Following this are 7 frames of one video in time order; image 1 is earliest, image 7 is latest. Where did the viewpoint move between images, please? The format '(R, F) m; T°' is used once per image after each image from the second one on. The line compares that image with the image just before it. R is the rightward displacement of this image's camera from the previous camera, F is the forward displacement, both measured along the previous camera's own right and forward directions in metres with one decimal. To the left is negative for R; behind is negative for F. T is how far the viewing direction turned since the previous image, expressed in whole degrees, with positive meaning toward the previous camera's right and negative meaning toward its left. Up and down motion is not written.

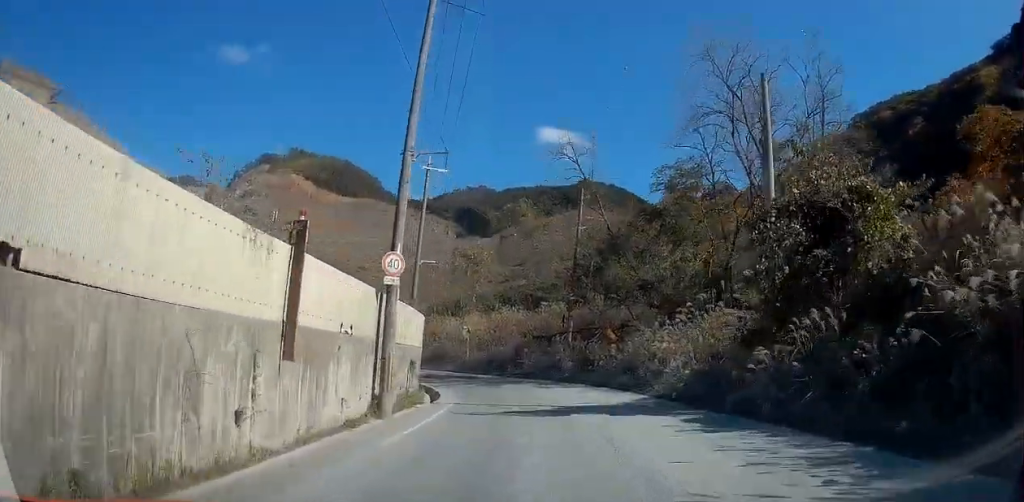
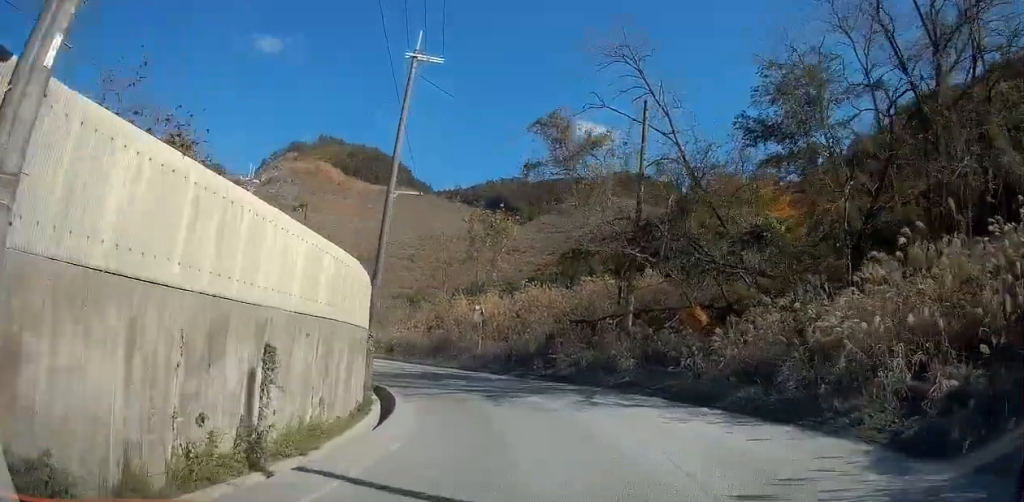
(-0.2, +13.2) m; -3°
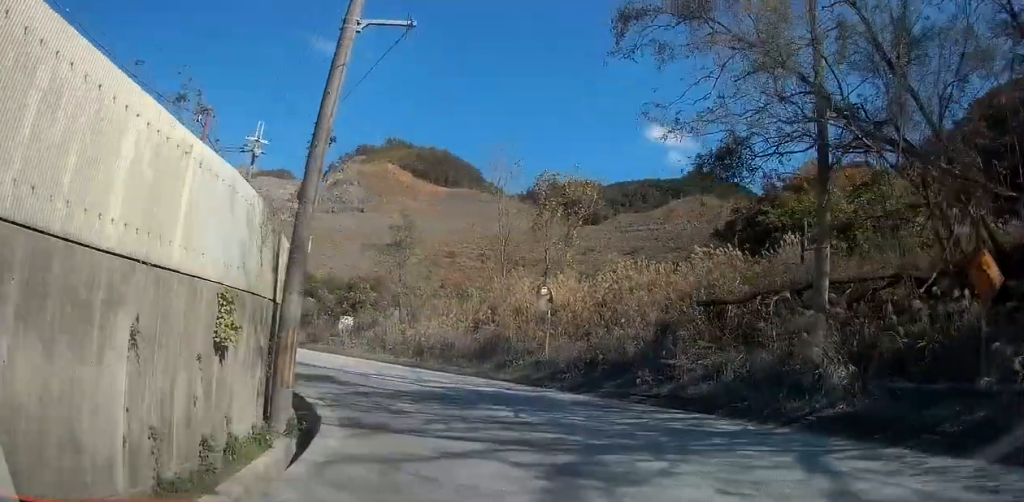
(-0.5, +12.0) m; -9°
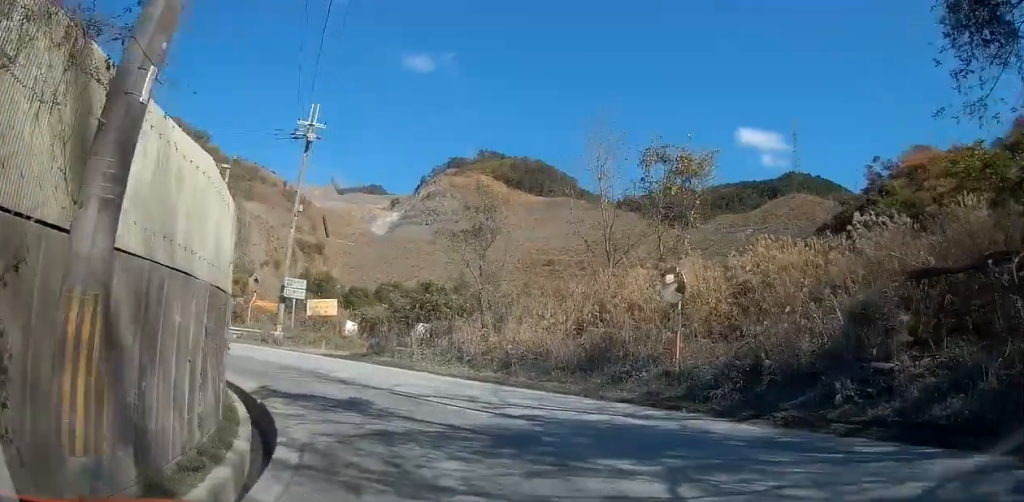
(-0.7, +6.5) m; -10°
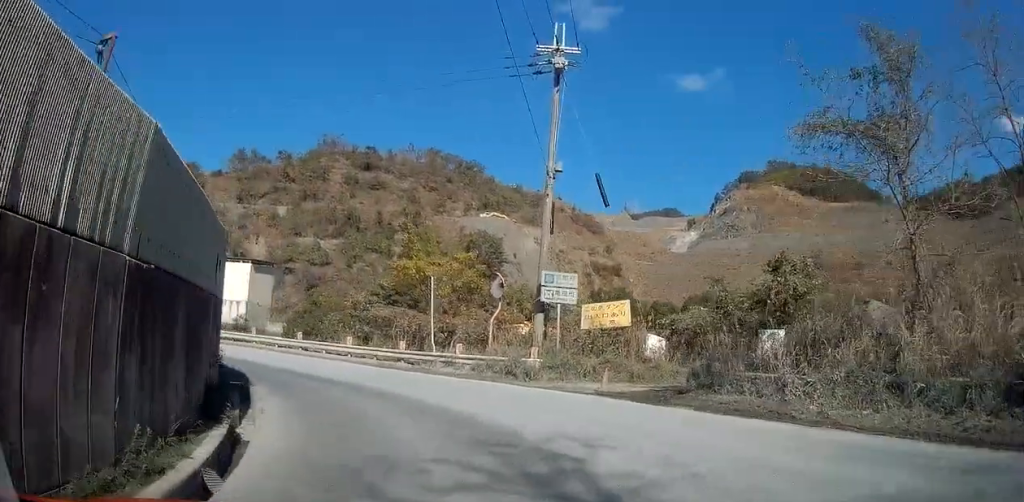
(-2.7, +12.8) m; -27°
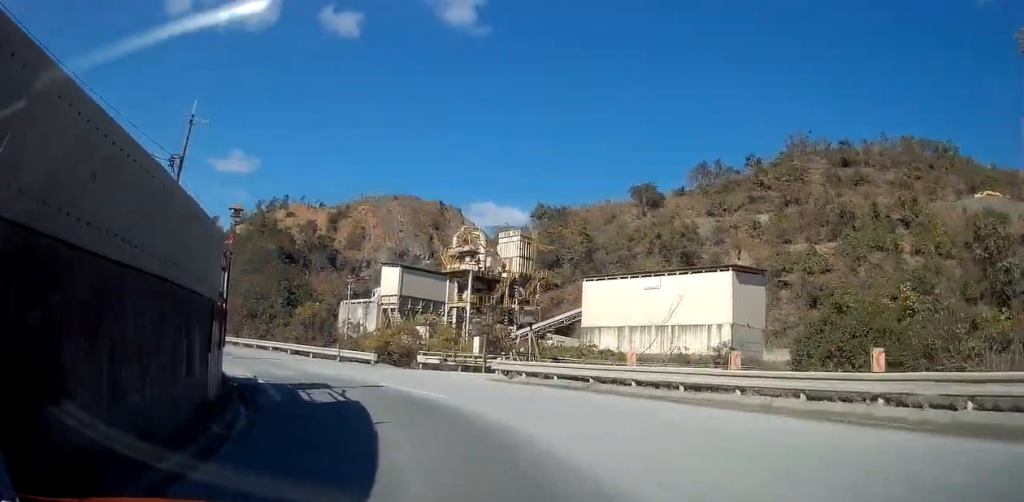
(-9.9, +19.4) m; -53°
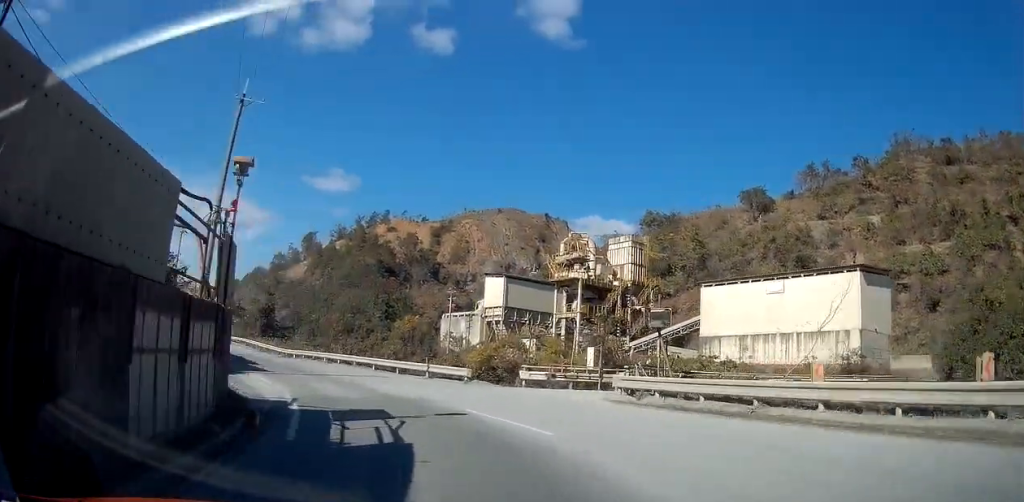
(-0.6, +5.3) m; -9°
